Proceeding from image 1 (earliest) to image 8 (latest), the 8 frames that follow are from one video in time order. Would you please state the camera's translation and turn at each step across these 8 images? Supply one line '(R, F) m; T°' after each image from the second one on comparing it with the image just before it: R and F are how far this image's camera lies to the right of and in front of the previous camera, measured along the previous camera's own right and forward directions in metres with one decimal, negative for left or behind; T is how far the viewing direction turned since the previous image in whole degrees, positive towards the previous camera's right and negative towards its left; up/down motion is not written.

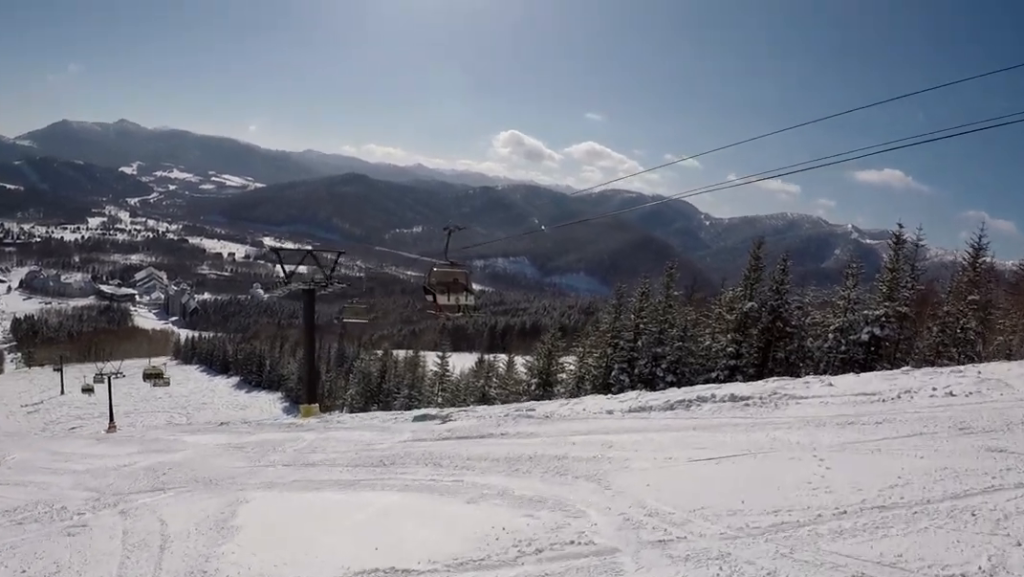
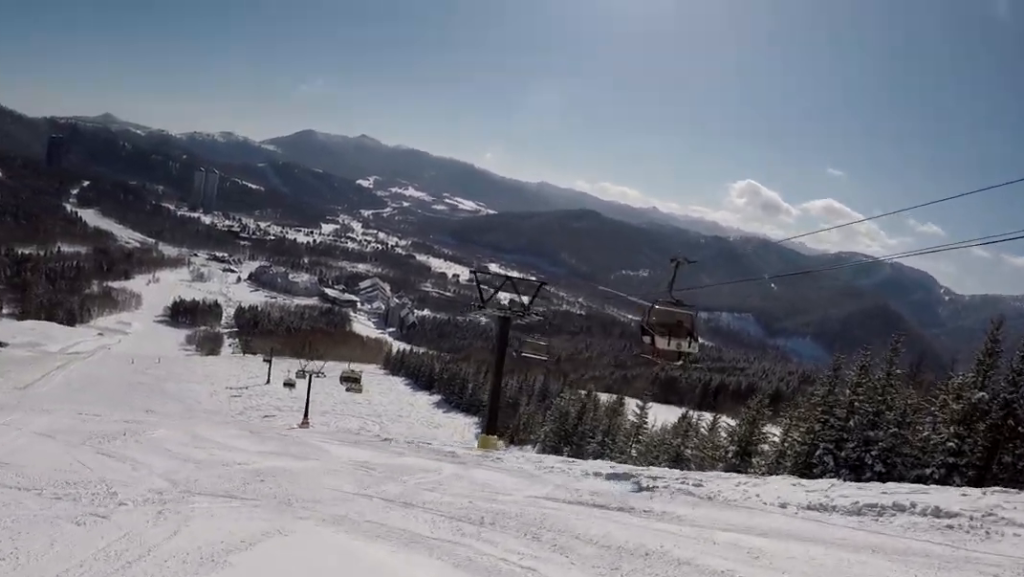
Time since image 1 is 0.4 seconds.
(-0.3, +2.4) m; -15°
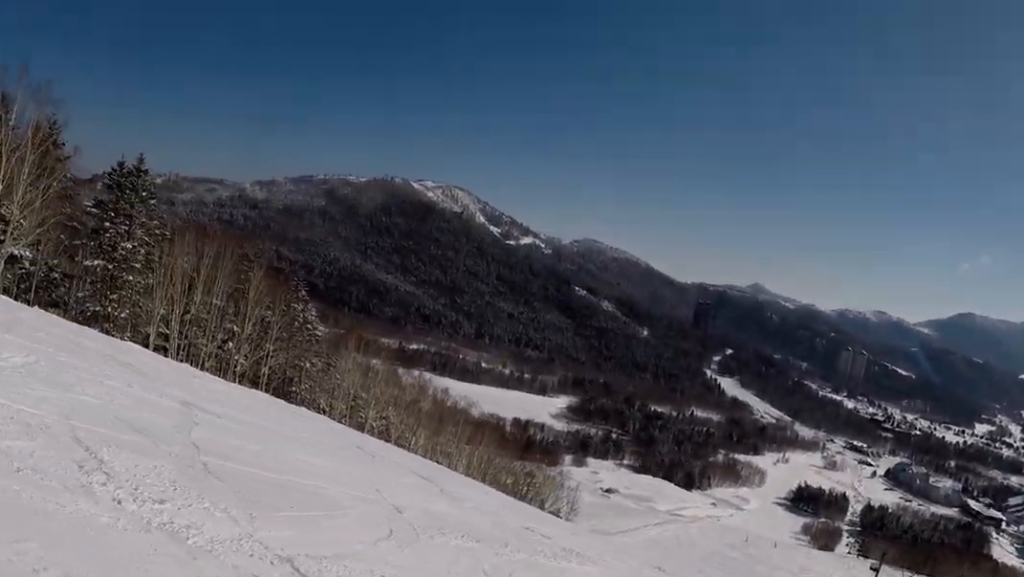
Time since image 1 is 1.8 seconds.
(-2.7, +7.0) m; -52°
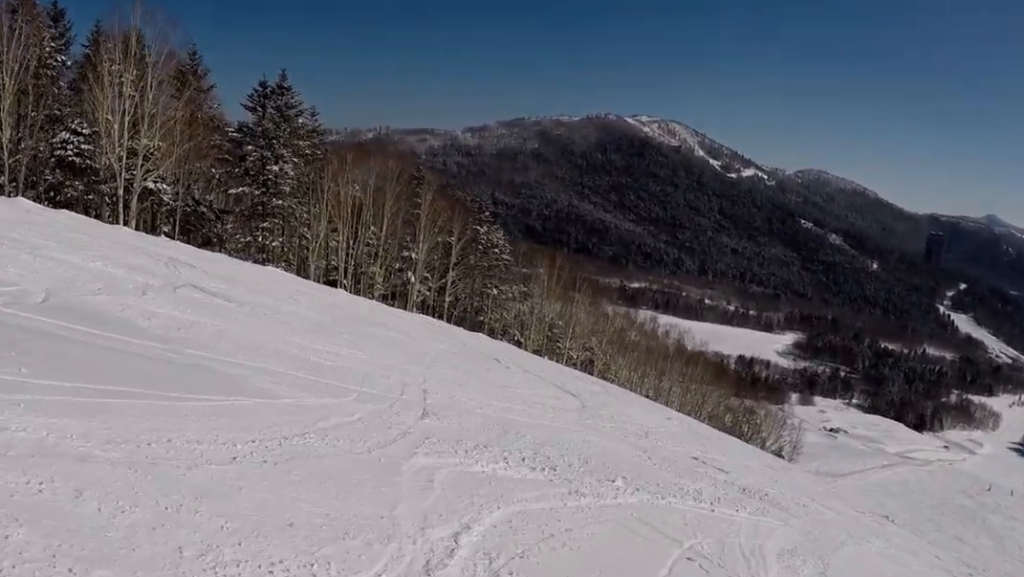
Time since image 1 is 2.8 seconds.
(-2.7, +6.0) m; -19°
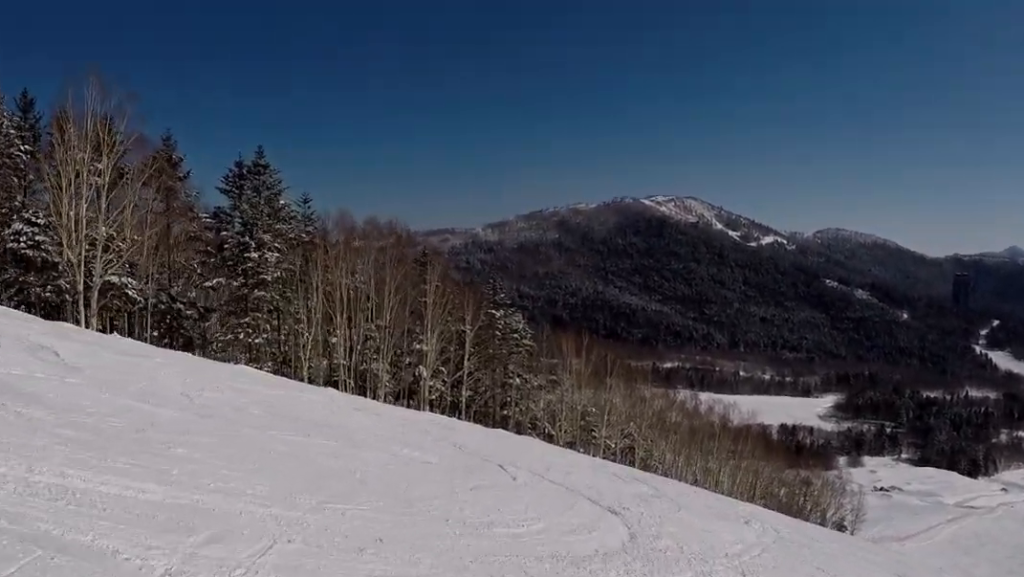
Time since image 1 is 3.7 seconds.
(+0.3, +6.0) m; +15°
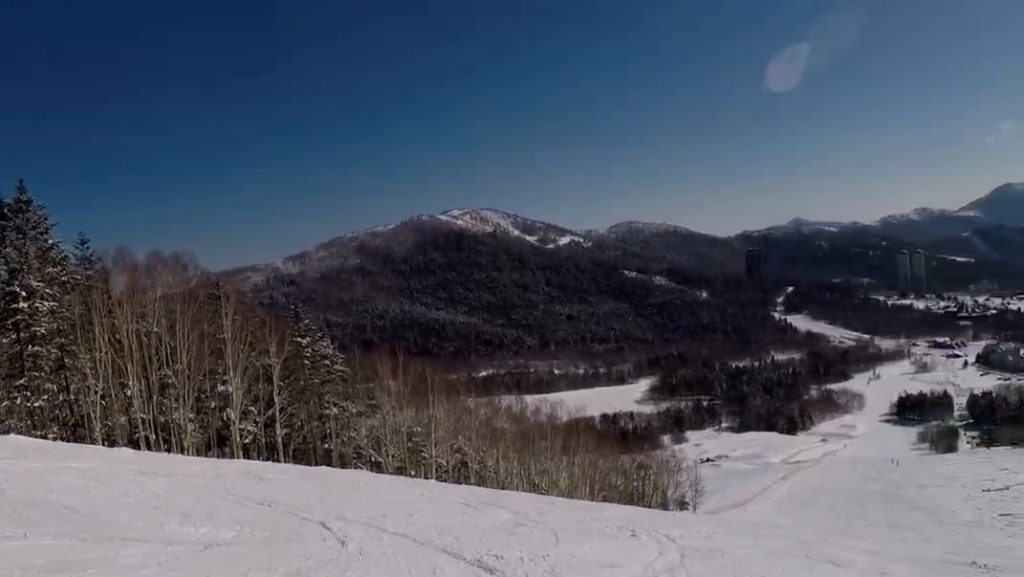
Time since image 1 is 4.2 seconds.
(+0.6, +3.3) m; +12°
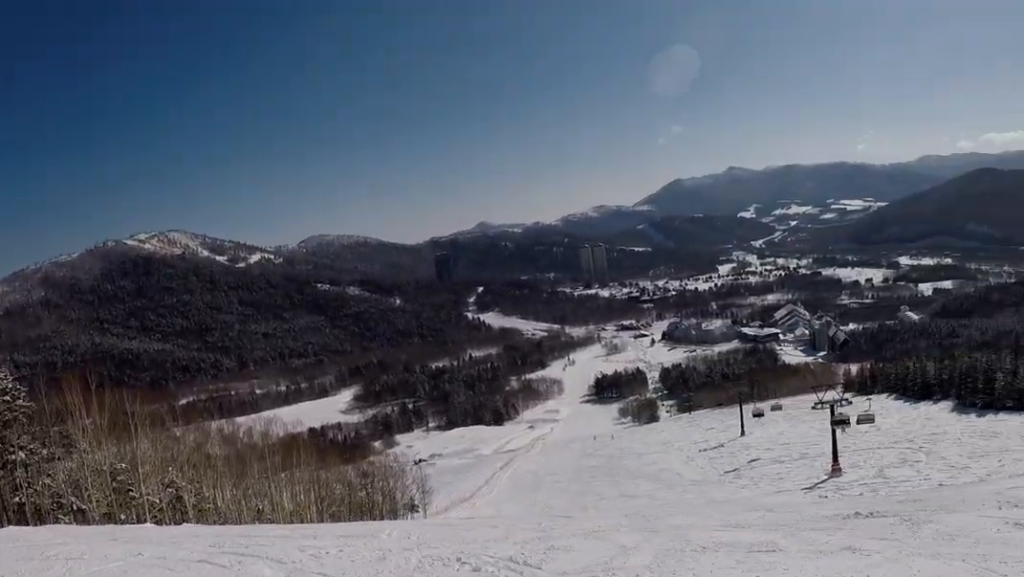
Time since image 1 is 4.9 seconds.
(+0.6, +4.8) m; +18°
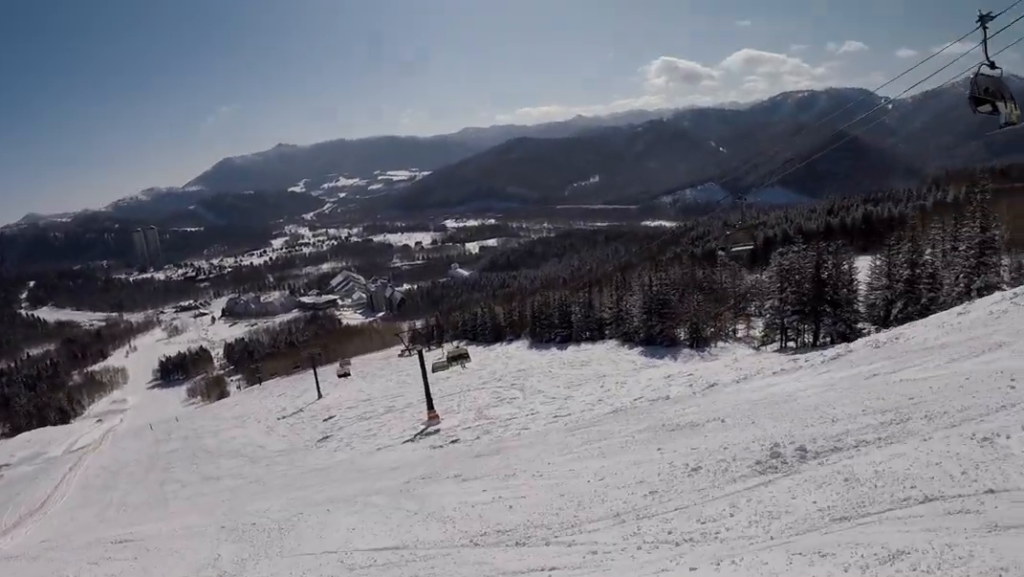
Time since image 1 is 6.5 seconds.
(+3.8, +10.1) m; +21°
